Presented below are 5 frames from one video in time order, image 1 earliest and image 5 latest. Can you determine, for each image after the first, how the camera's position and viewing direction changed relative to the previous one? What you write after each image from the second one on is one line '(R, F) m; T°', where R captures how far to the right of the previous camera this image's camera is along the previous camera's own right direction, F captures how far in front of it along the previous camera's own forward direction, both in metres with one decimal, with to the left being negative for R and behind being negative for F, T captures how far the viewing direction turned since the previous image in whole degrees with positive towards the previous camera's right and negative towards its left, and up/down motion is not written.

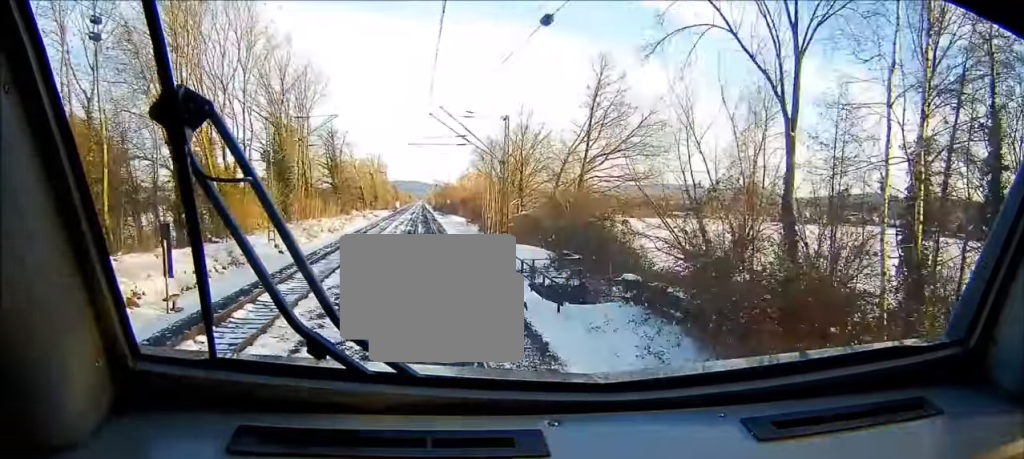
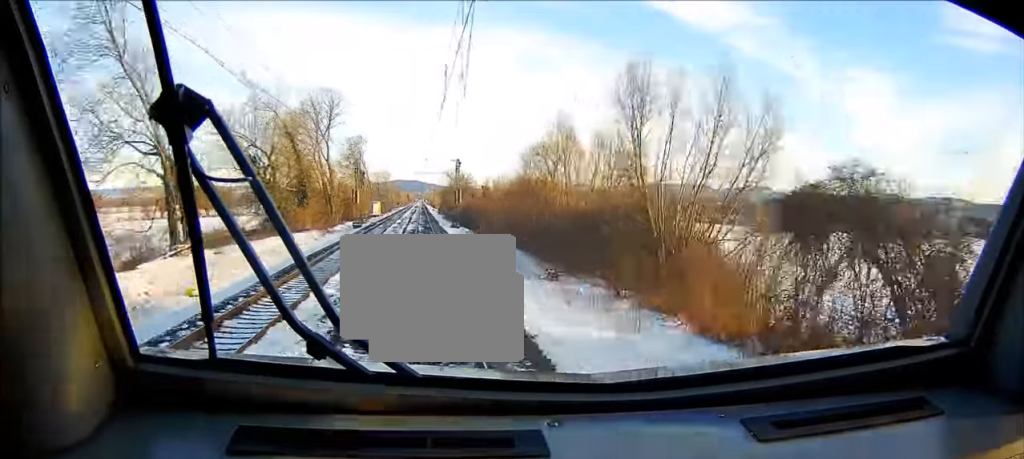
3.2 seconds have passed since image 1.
(+1.2, +115.0) m; +1°
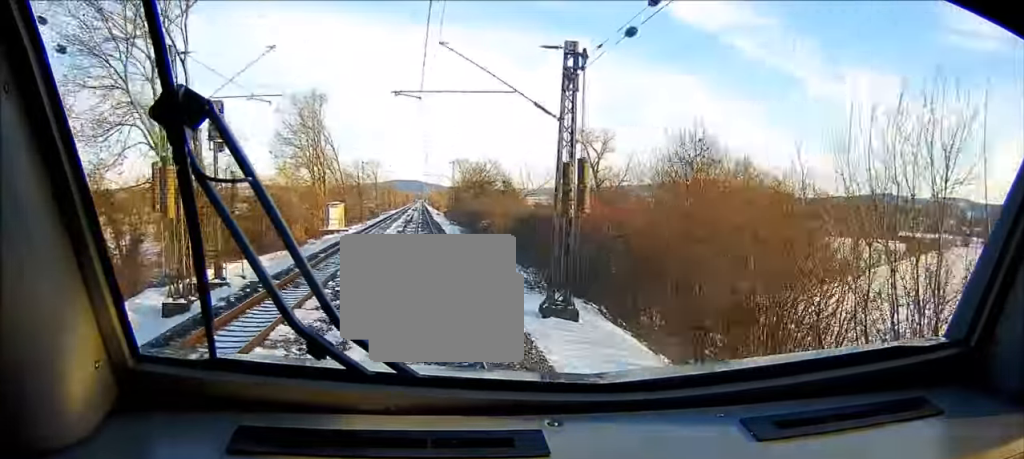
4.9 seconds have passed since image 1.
(0.0, +61.4) m; 0°
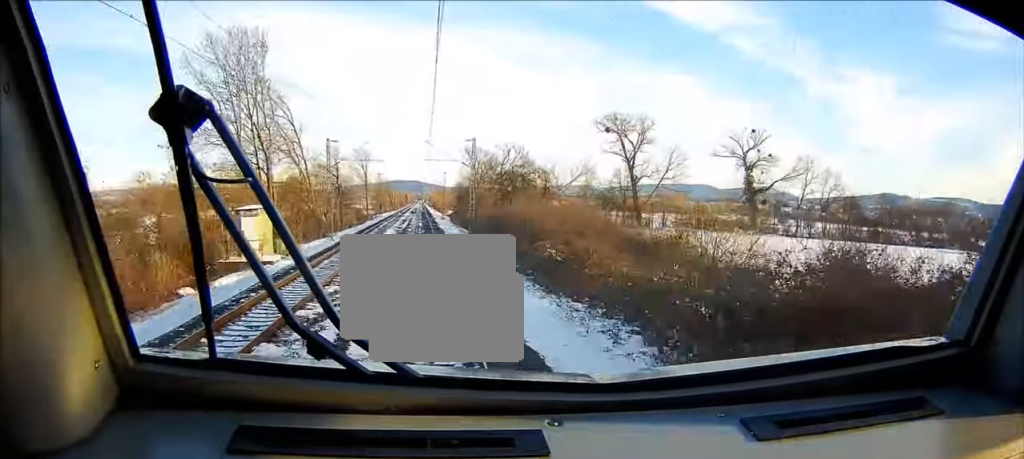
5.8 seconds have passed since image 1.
(+0.2, +33.6) m; 0°
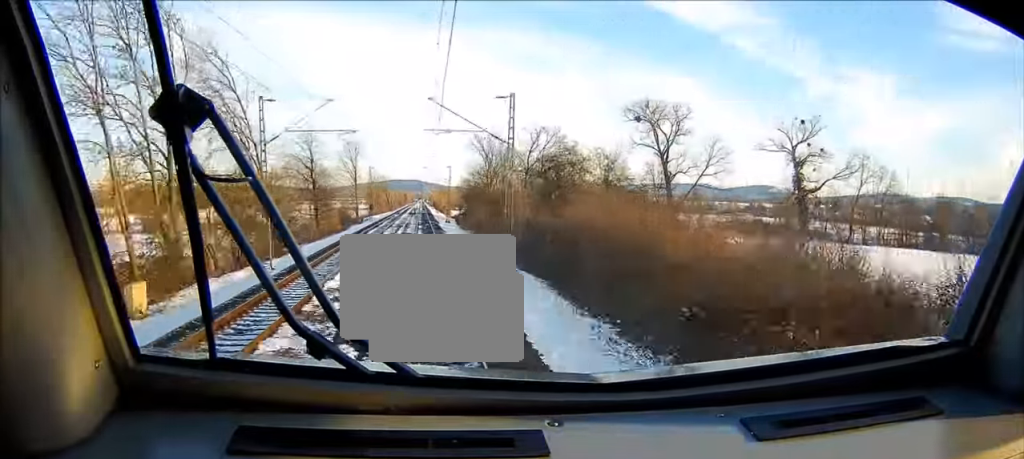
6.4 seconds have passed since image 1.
(-0.1, +22.8) m; 0°
